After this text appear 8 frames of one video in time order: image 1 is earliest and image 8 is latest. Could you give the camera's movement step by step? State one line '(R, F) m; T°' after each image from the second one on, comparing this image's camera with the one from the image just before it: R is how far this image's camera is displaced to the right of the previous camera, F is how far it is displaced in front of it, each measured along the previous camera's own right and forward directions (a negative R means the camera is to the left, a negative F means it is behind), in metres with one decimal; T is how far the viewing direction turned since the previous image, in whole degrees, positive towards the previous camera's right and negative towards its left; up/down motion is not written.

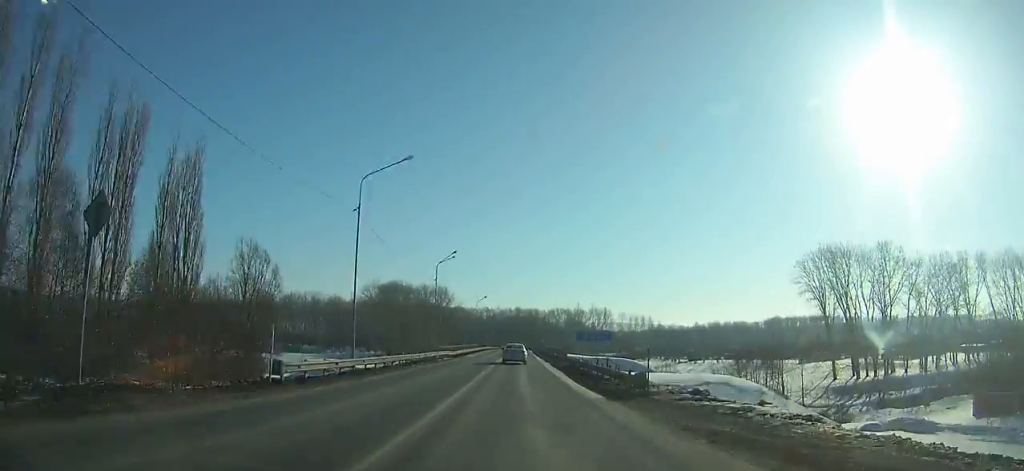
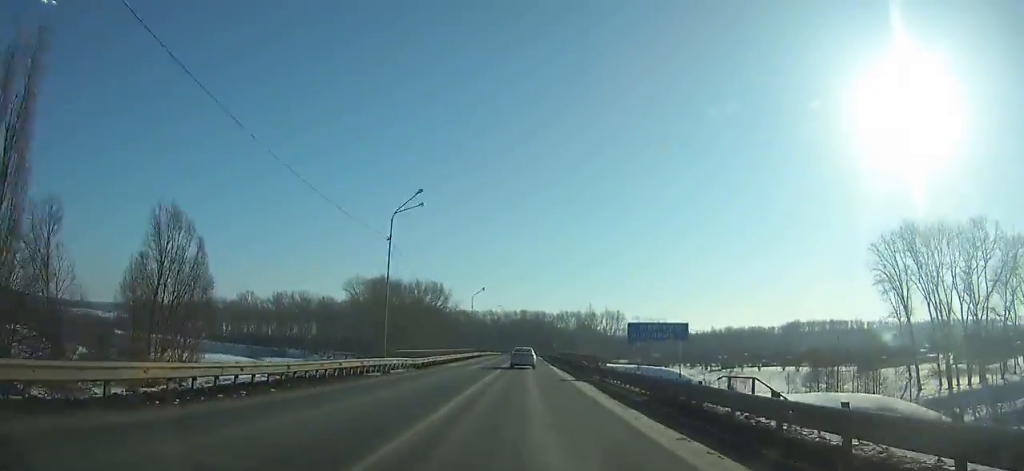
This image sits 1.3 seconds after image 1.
(0.0, +24.8) m; 0°
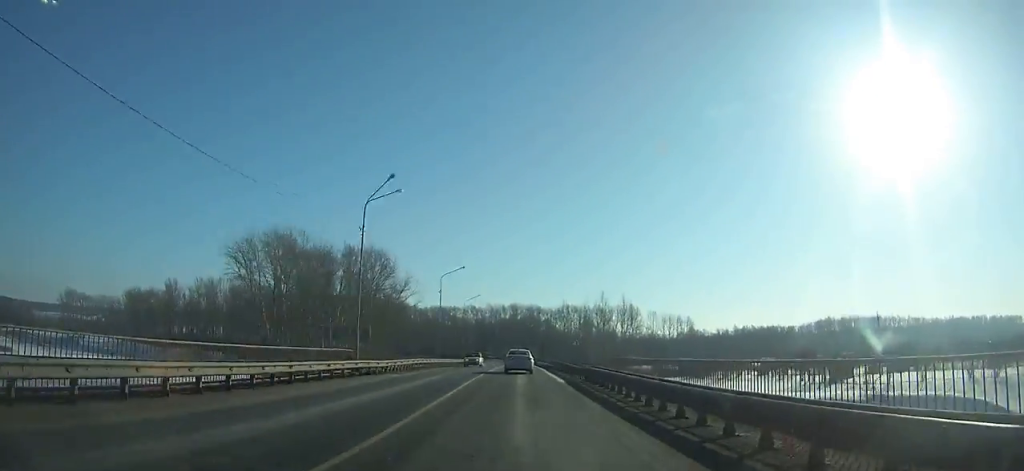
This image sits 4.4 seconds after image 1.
(0.0, +59.7) m; -1°
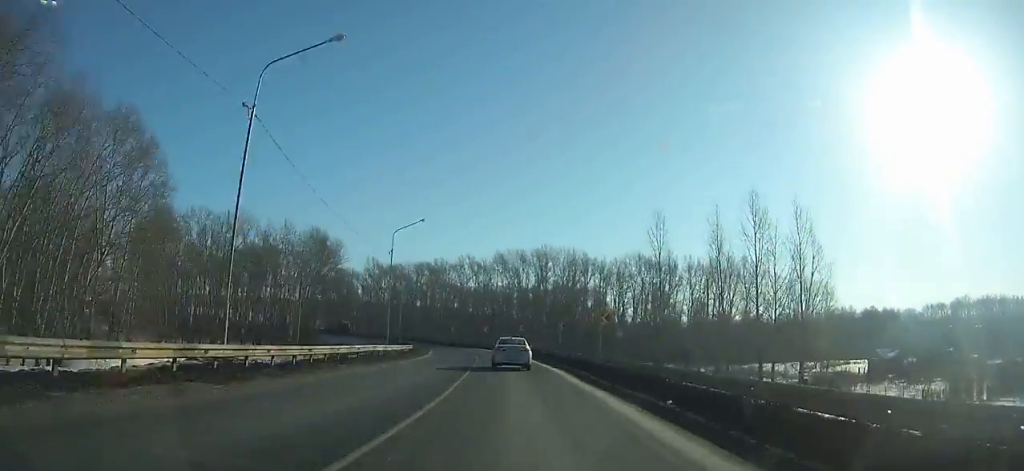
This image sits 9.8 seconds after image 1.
(-2.7, +103.1) m; -5°
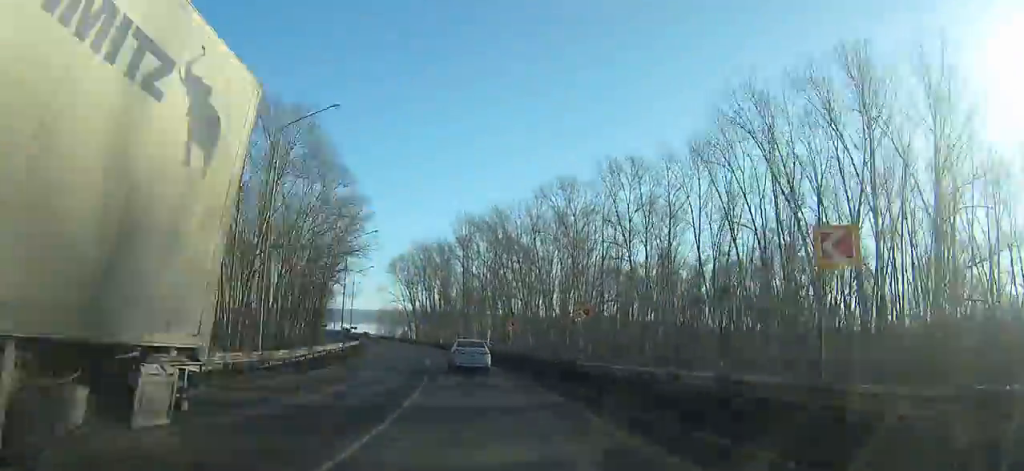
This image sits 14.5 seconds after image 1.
(-8.2, +84.4) m; -17°
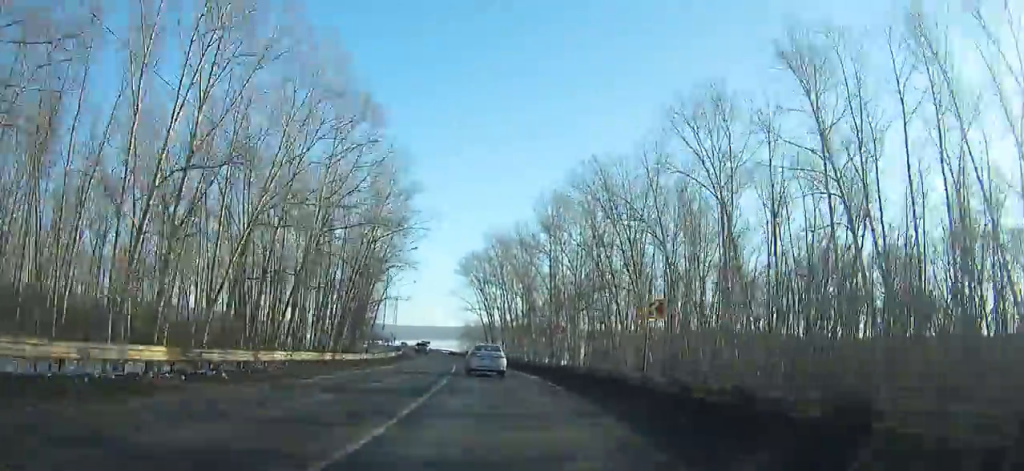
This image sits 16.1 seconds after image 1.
(-3.1, +27.6) m; -5°
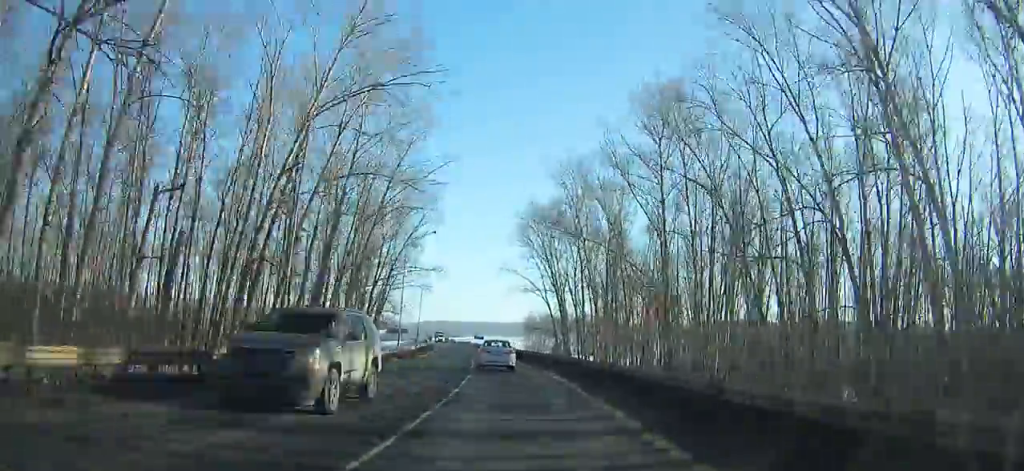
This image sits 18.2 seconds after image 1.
(-2.4, +36.3) m; -6°
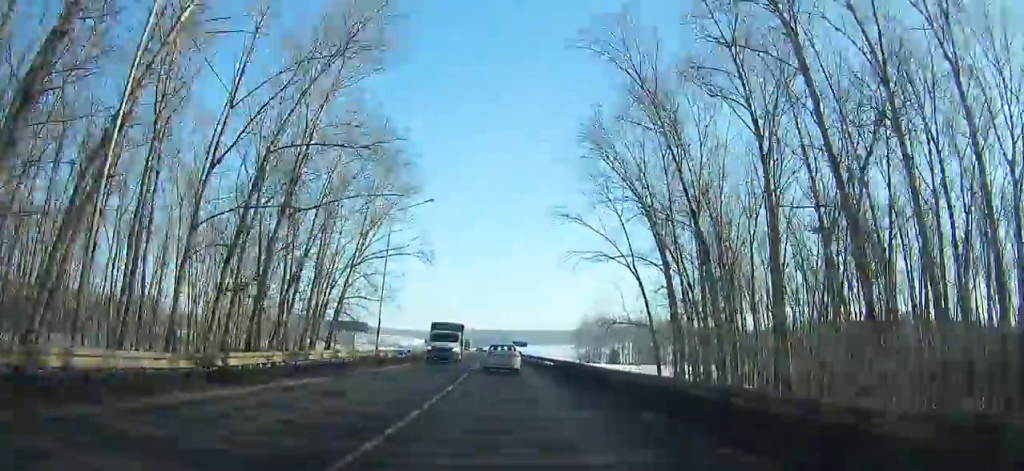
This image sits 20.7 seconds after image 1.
(-0.8, +43.0) m; -5°
